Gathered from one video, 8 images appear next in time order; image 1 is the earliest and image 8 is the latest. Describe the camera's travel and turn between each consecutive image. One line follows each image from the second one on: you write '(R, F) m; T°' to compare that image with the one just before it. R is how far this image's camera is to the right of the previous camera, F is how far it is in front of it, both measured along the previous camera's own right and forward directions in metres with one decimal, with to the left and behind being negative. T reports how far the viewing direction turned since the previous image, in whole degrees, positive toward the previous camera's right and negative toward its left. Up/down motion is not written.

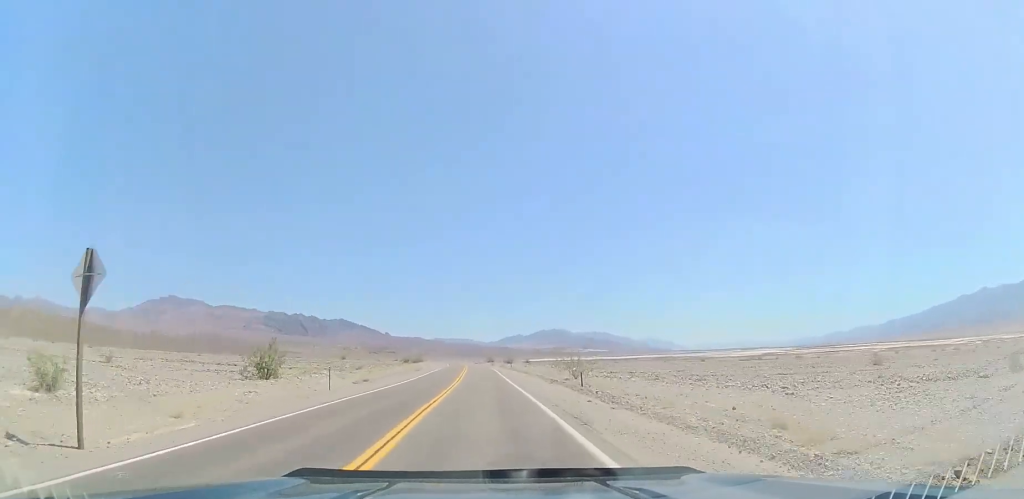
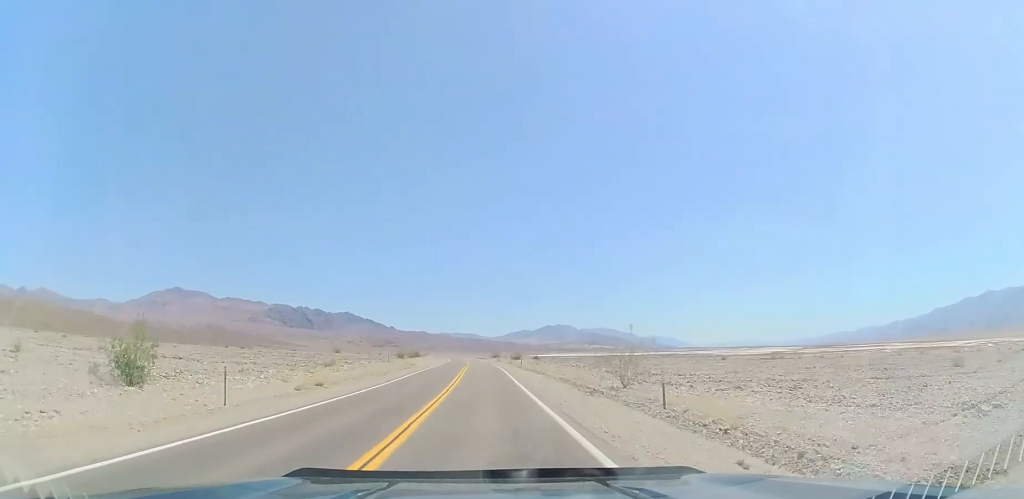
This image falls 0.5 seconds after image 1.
(0.0, +12.9) m; 0°
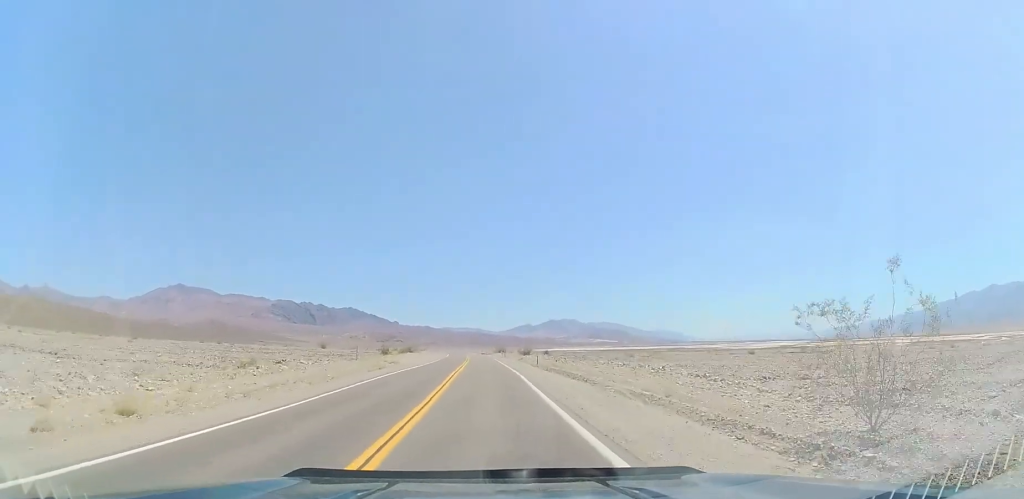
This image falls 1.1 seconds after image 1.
(0.0, +17.7) m; 0°
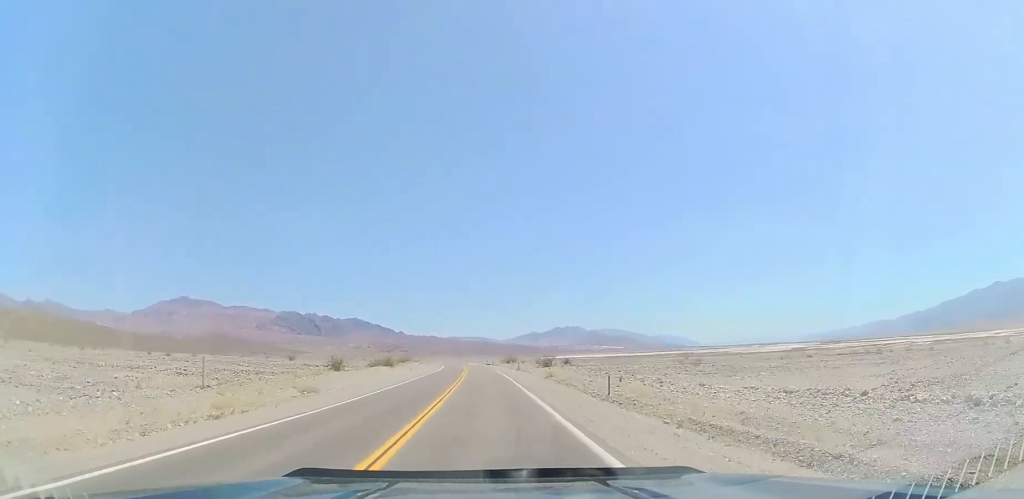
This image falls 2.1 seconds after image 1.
(-0.3, +28.0) m; -1°
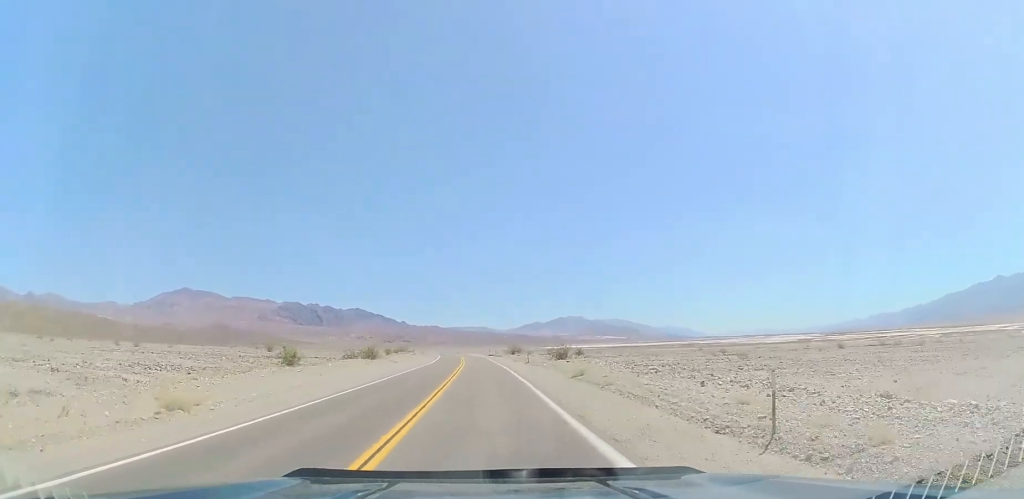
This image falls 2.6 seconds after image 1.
(+0.1, +13.1) m; 0°
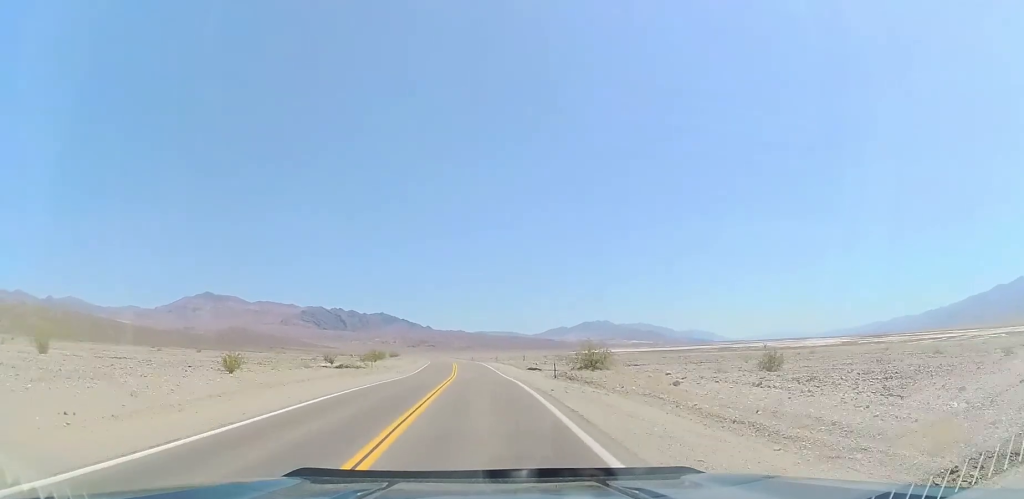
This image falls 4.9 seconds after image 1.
(-1.3, +65.0) m; -3°
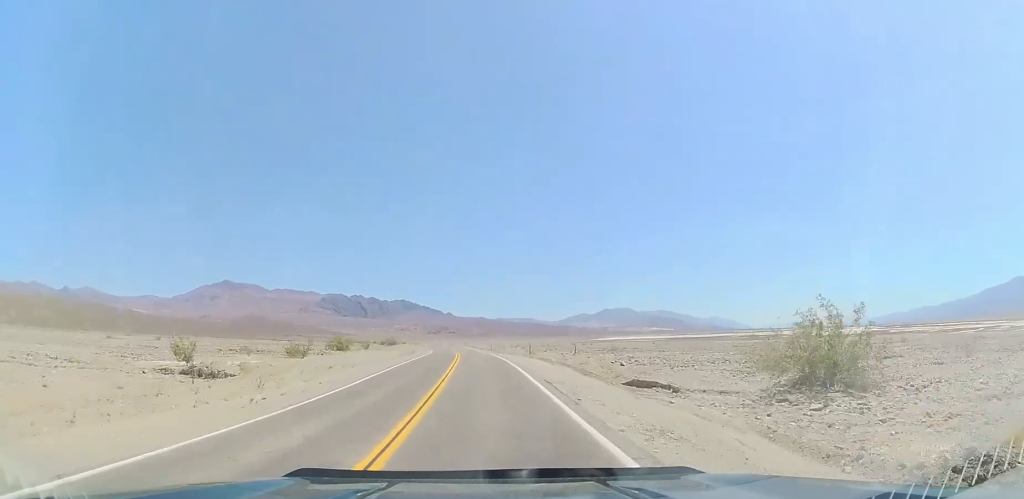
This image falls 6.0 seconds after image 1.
(-0.8, +32.3) m; -2°
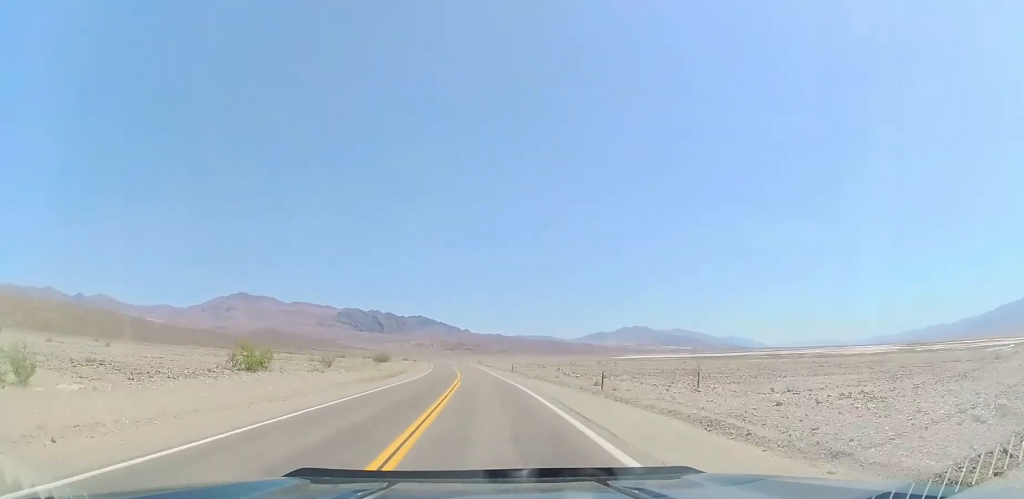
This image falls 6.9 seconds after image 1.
(0.0, +26.8) m; -1°
